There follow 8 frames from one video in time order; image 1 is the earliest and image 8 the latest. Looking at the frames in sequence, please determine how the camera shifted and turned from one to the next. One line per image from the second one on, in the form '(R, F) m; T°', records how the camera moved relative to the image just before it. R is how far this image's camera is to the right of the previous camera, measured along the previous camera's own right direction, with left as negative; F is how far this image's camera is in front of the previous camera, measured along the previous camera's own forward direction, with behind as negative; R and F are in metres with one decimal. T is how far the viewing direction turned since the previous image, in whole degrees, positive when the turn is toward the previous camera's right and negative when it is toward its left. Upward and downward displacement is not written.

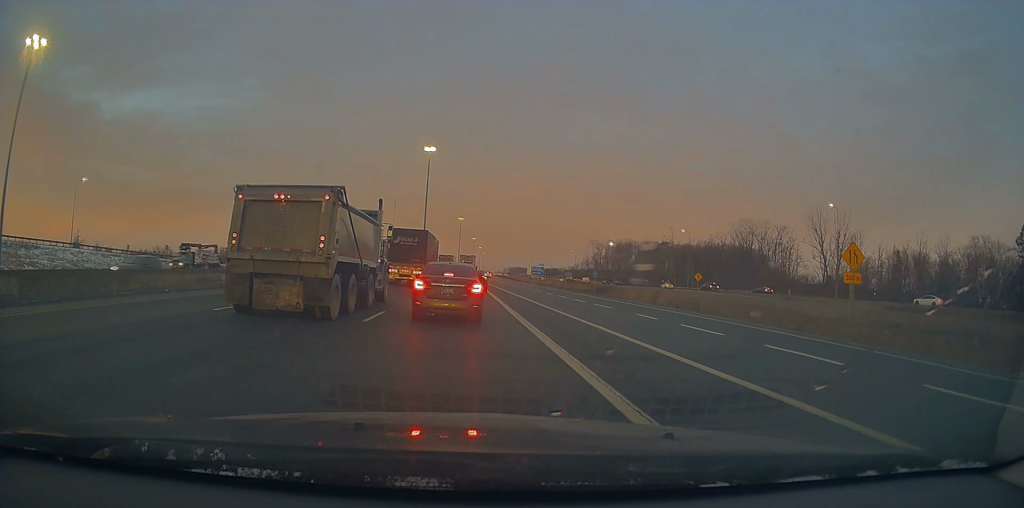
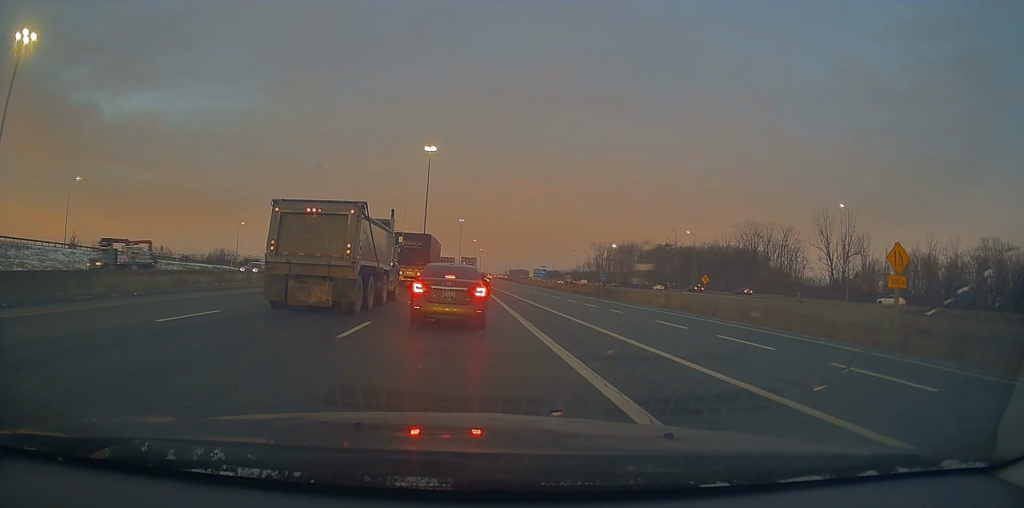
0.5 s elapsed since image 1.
(0.0, +2.8) m; 0°
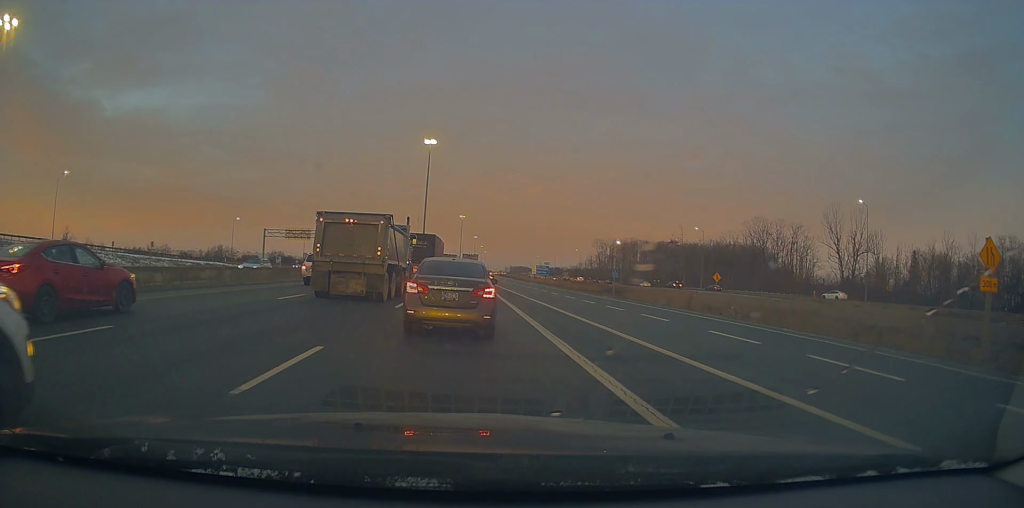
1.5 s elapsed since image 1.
(0.0, +4.7) m; +3°
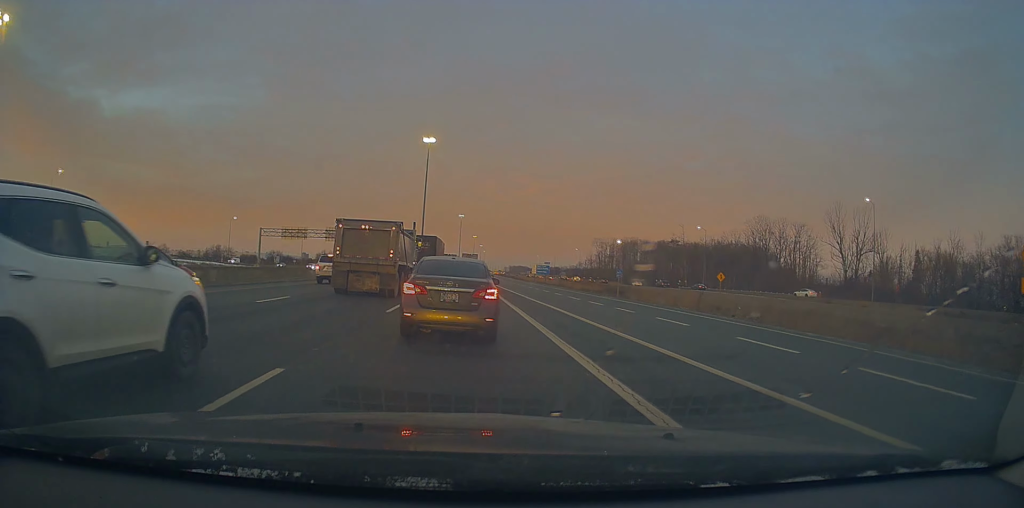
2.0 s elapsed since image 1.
(-0.1, +2.4) m; +2°
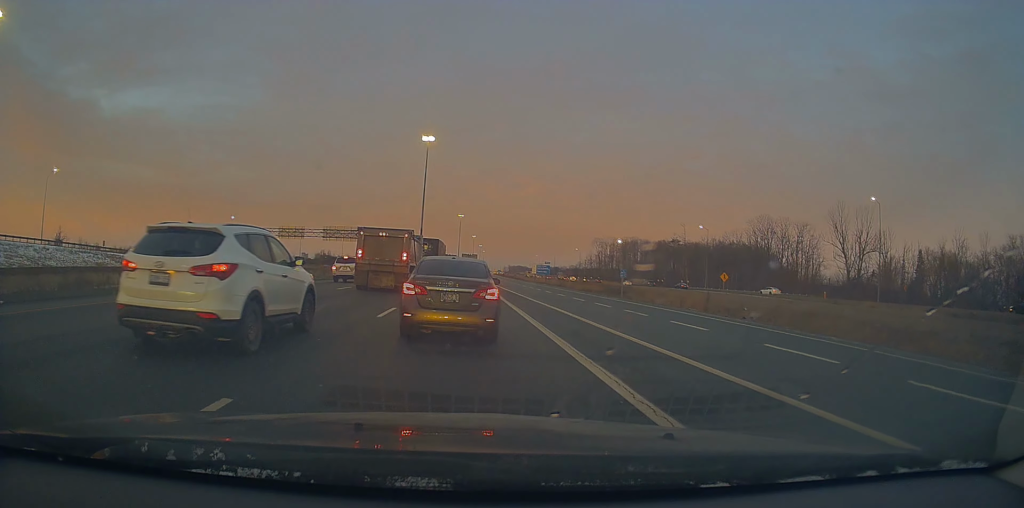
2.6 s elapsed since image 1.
(+0.3, +1.9) m; -5°
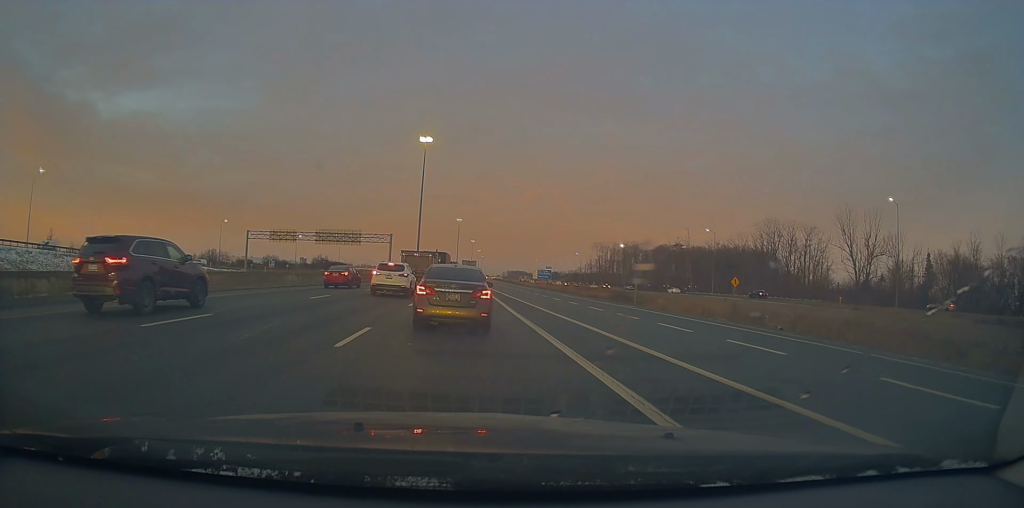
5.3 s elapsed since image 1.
(-0.3, +5.0) m; +2°
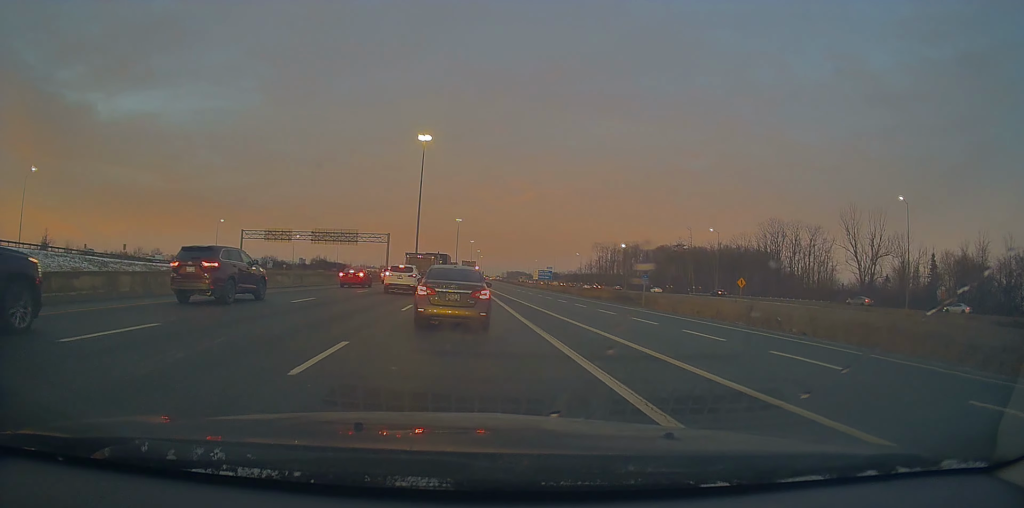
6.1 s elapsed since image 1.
(-0.2, +1.9) m; -1°
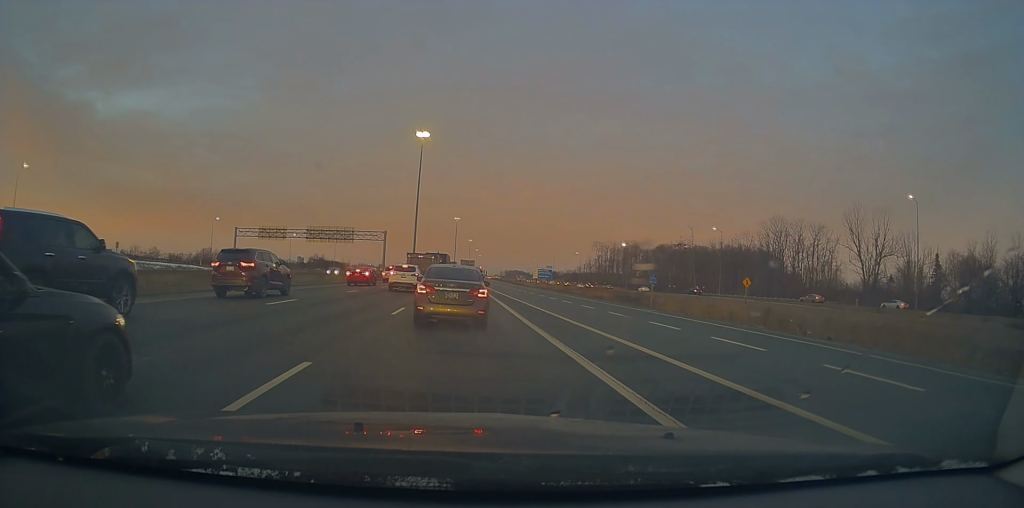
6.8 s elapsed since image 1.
(+0.1, +1.9) m; +3°
